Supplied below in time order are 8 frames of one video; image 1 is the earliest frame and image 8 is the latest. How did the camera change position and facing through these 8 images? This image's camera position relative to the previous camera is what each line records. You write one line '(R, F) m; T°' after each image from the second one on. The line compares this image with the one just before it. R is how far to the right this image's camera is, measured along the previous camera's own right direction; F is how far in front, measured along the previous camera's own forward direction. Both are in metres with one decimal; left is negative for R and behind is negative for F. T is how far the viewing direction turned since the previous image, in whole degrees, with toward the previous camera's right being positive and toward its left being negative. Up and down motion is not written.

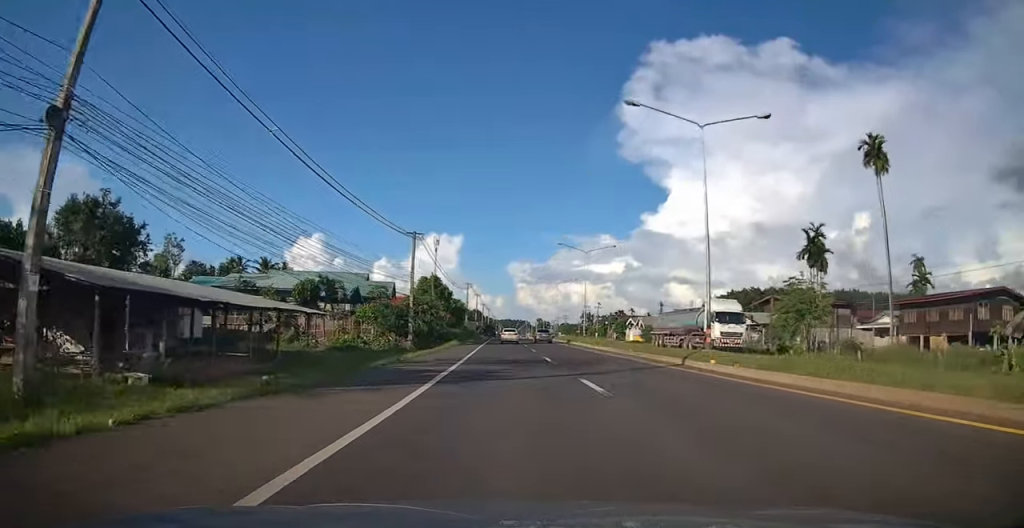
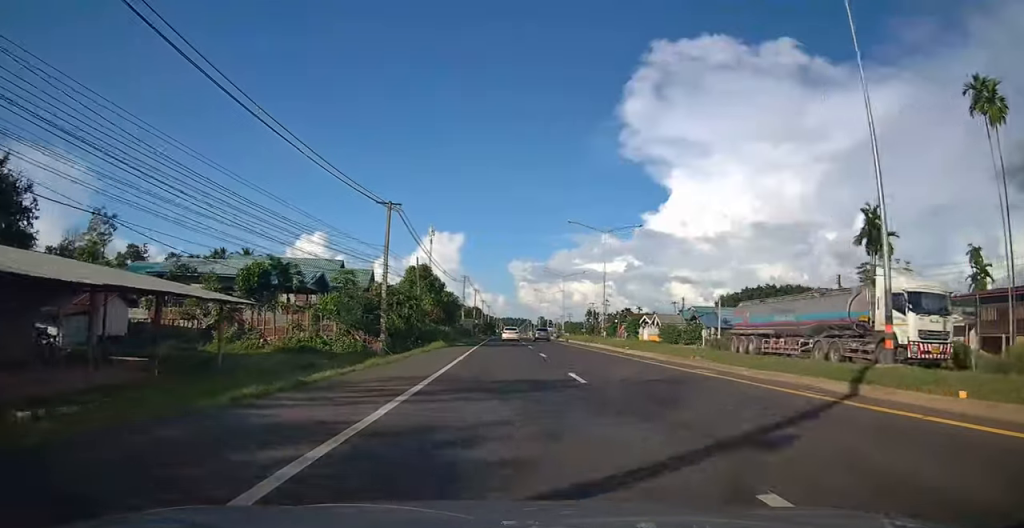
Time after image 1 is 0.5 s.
(+0.1, +10.5) m; 0°
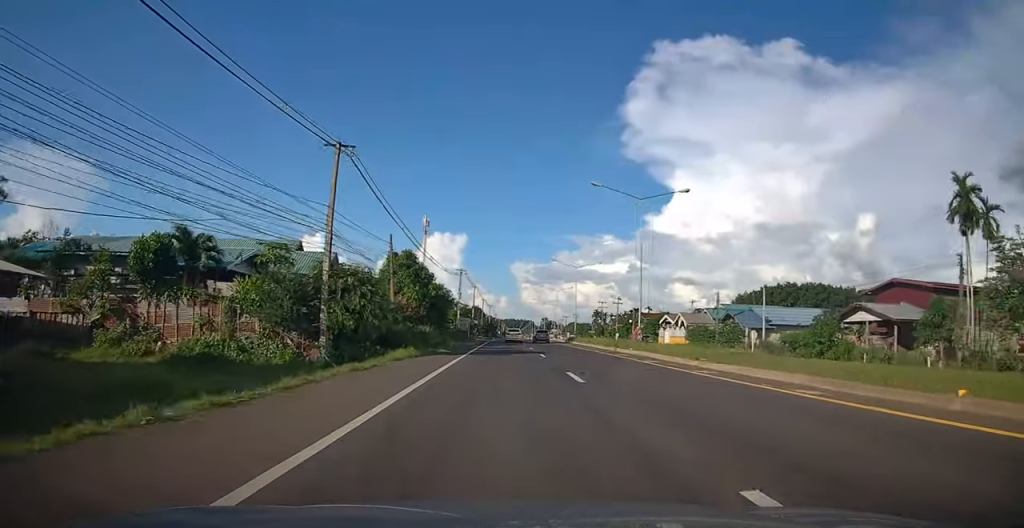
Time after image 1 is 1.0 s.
(+0.4, +12.0) m; 0°
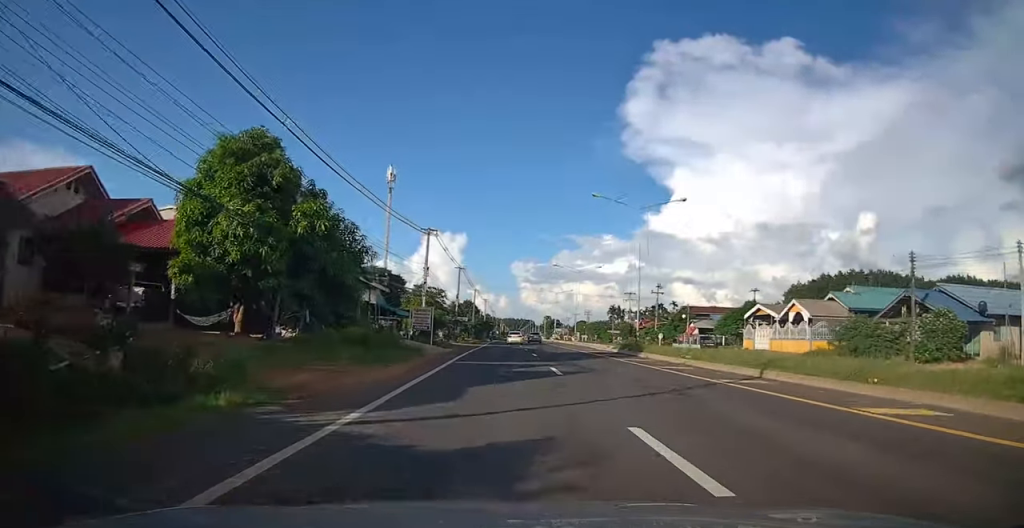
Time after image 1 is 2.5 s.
(-0.9, +33.2) m; -2°
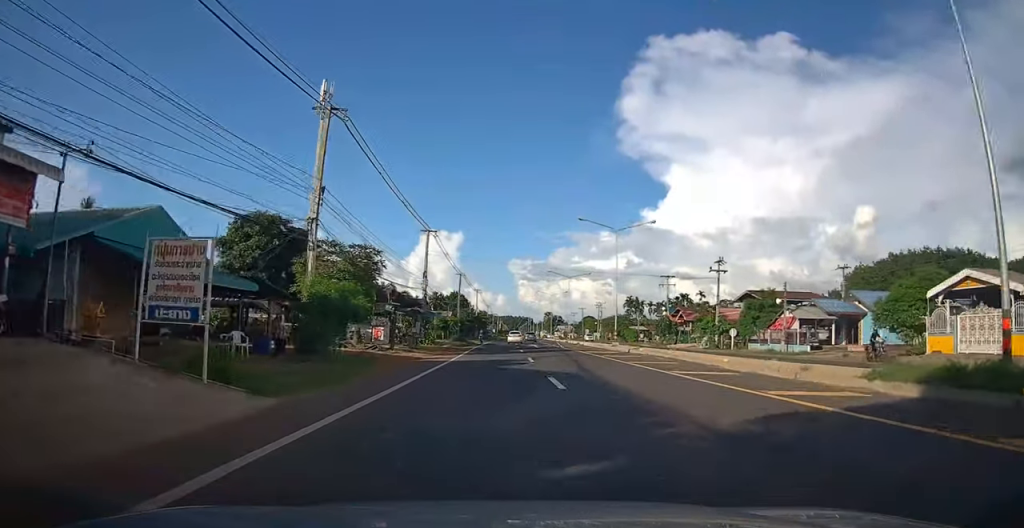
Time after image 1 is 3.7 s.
(0.0, +27.9) m; 0°
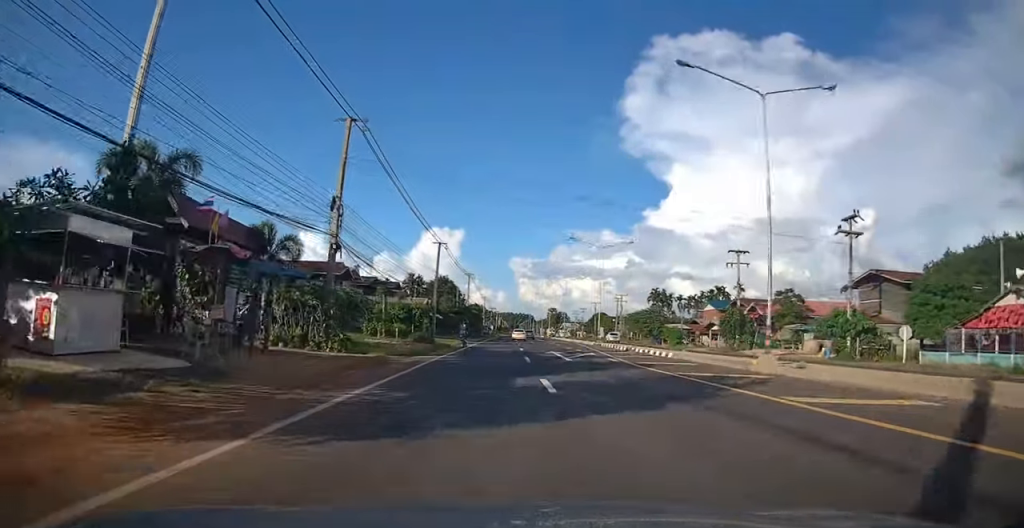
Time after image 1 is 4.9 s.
(+0.1, +25.7) m; +2°
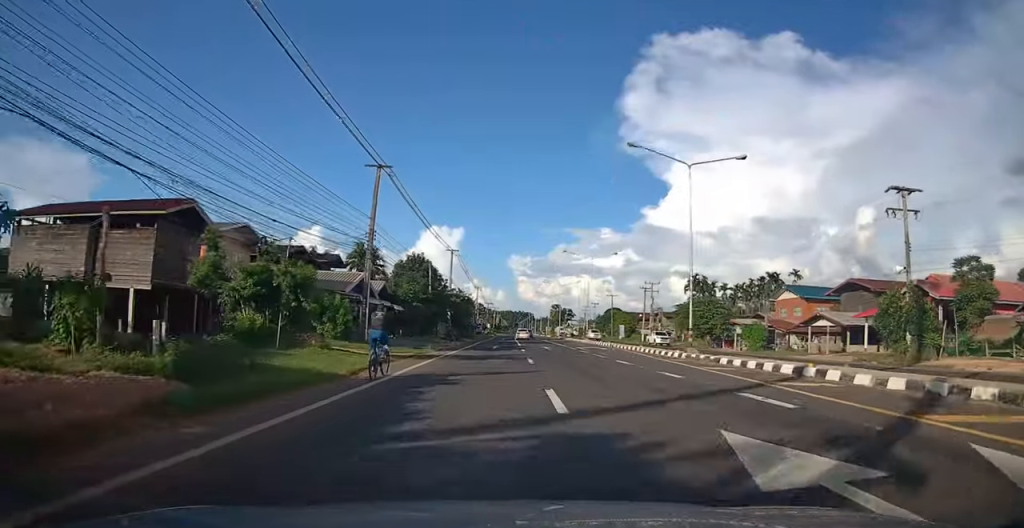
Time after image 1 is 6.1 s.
(+0.8, +26.4) m; +1°
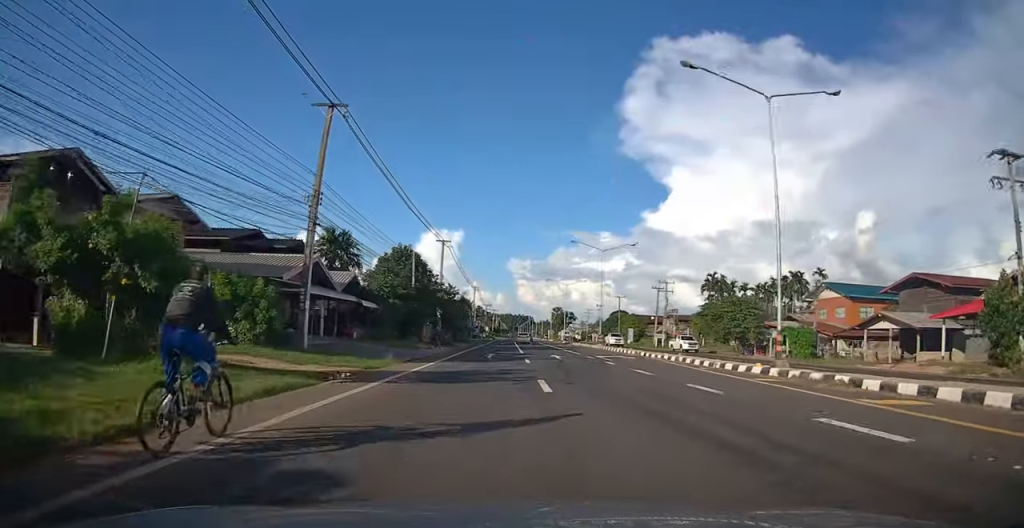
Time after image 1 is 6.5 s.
(-0.2, +8.8) m; -1°
